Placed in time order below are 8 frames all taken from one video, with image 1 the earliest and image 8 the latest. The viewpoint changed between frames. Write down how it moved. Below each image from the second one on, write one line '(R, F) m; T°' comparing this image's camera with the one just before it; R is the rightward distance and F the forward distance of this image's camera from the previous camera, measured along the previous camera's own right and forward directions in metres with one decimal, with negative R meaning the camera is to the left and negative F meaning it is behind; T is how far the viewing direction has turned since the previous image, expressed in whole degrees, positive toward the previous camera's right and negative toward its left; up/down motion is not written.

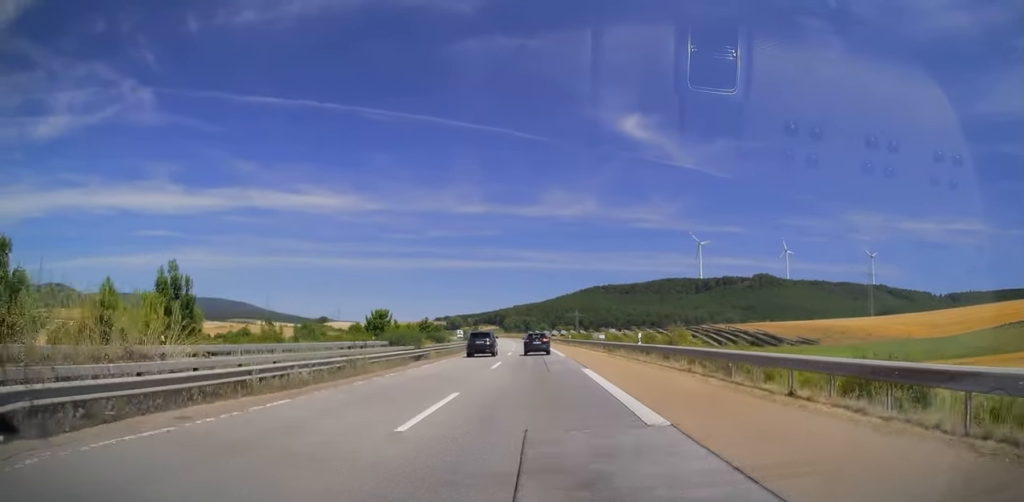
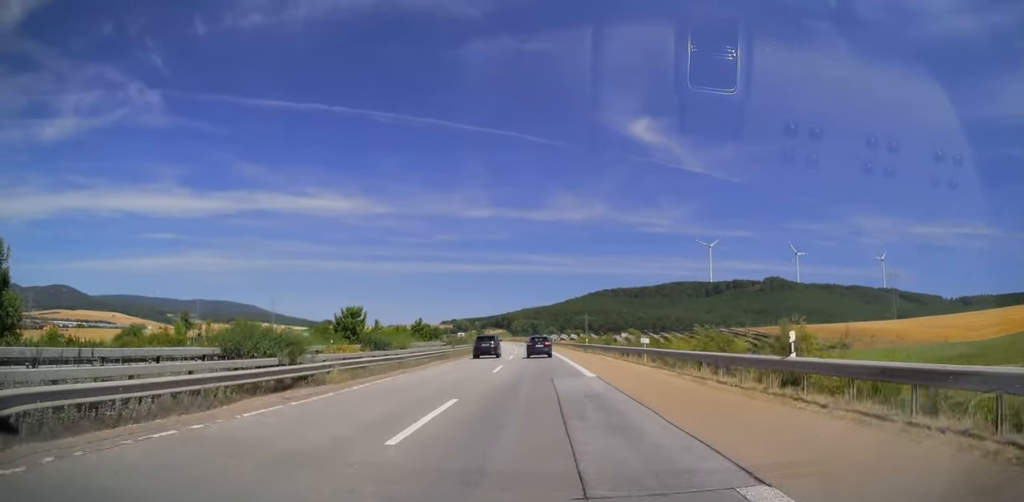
(-0.2, +18.6) m; -1°
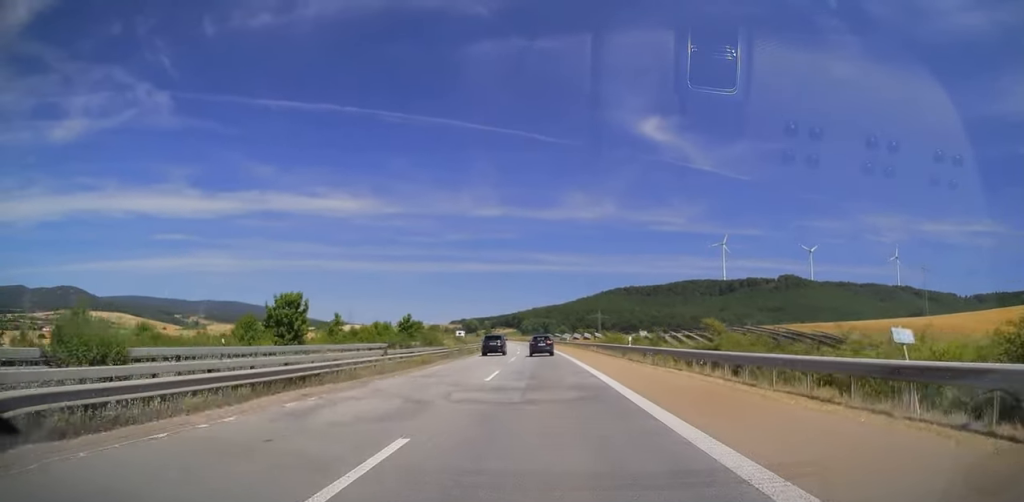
(-0.1, +23.7) m; -1°
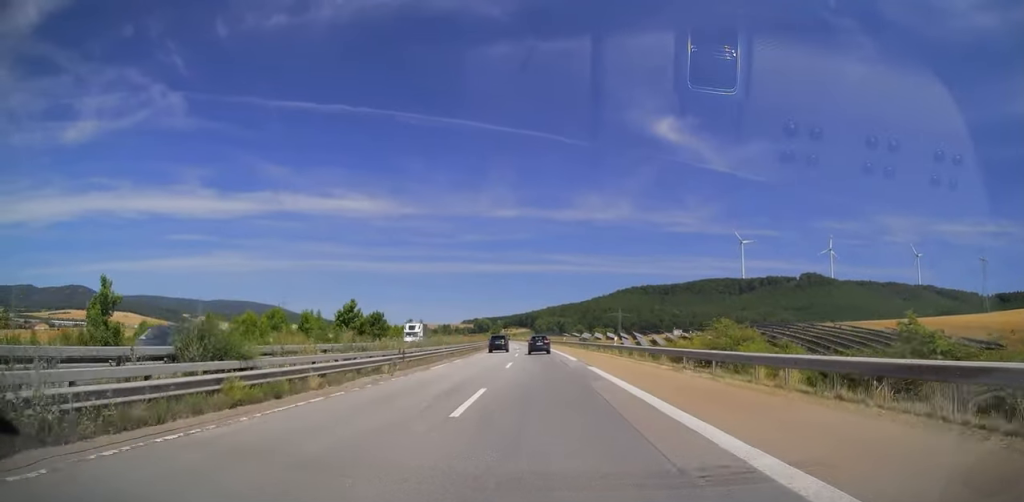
(-0.6, +44.9) m; -2°
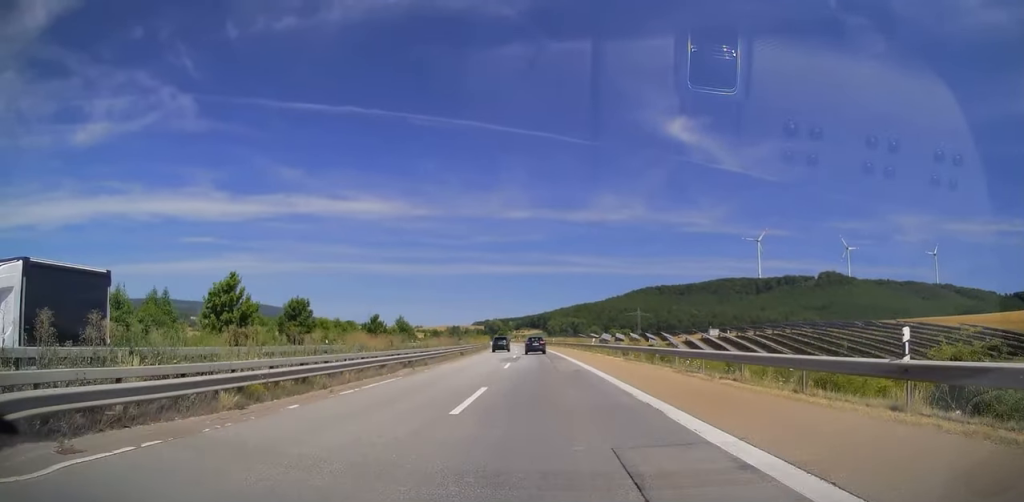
(-0.5, +35.0) m; -1°
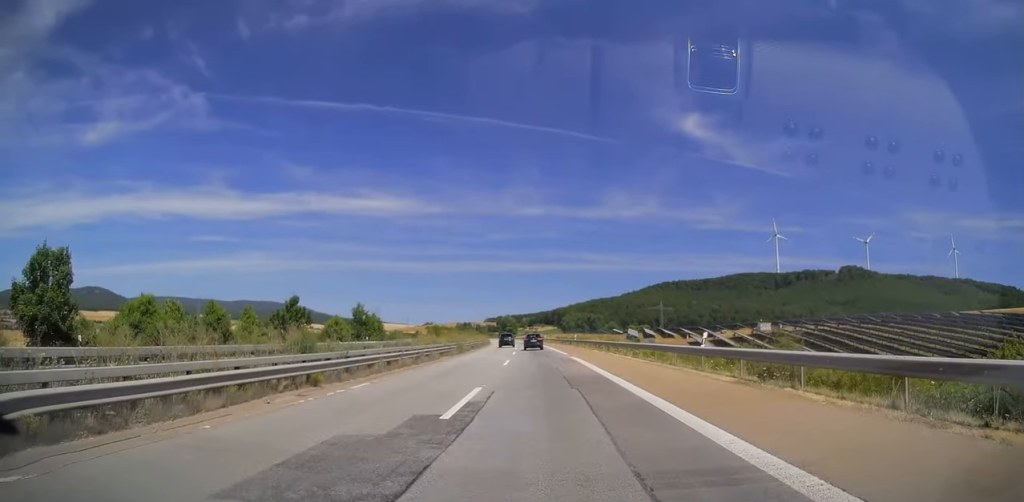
(0.0, +36.0) m; -1°
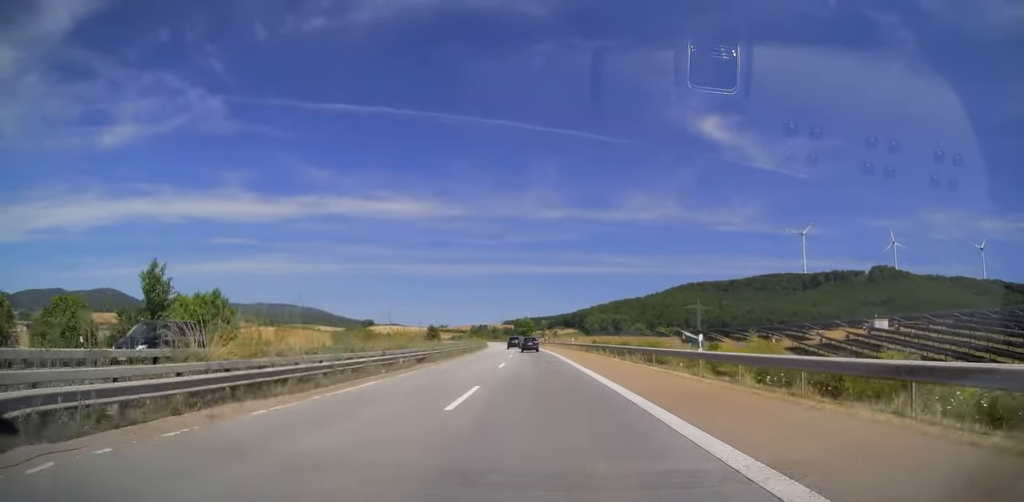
(-1.2, +52.5) m; -2°
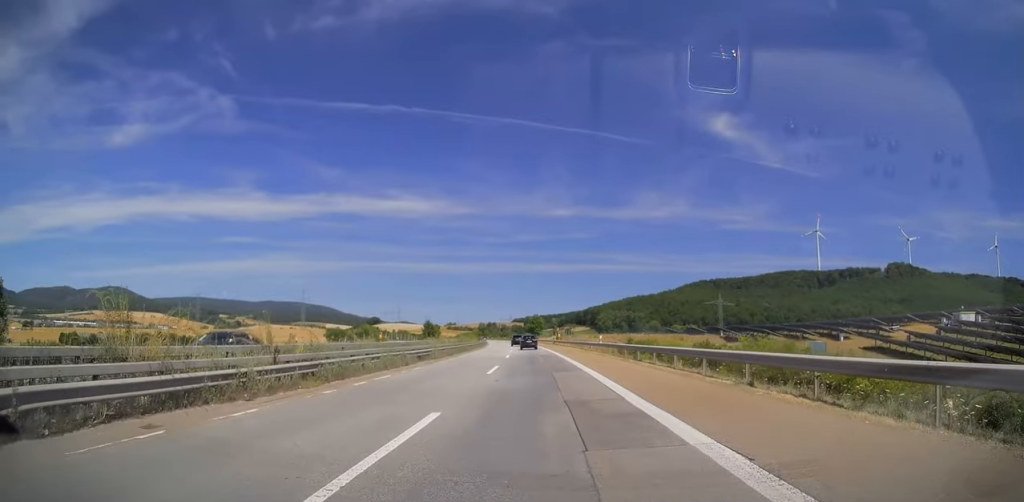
(-0.1, +24.7) m; -1°
